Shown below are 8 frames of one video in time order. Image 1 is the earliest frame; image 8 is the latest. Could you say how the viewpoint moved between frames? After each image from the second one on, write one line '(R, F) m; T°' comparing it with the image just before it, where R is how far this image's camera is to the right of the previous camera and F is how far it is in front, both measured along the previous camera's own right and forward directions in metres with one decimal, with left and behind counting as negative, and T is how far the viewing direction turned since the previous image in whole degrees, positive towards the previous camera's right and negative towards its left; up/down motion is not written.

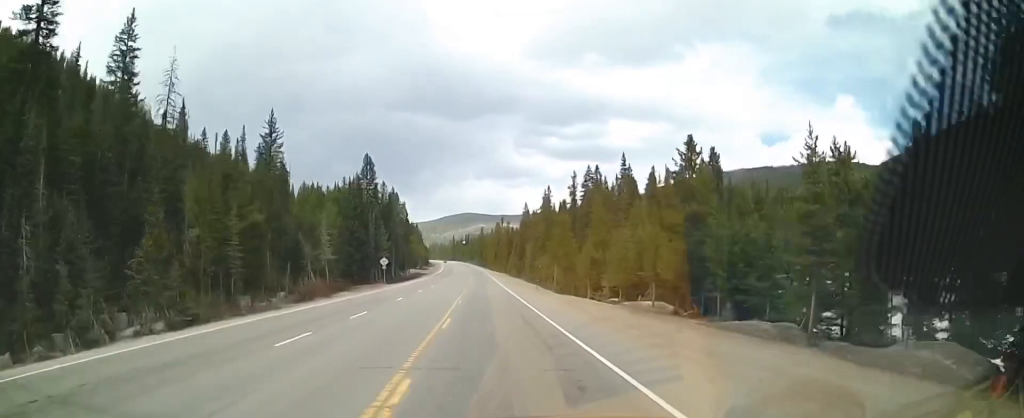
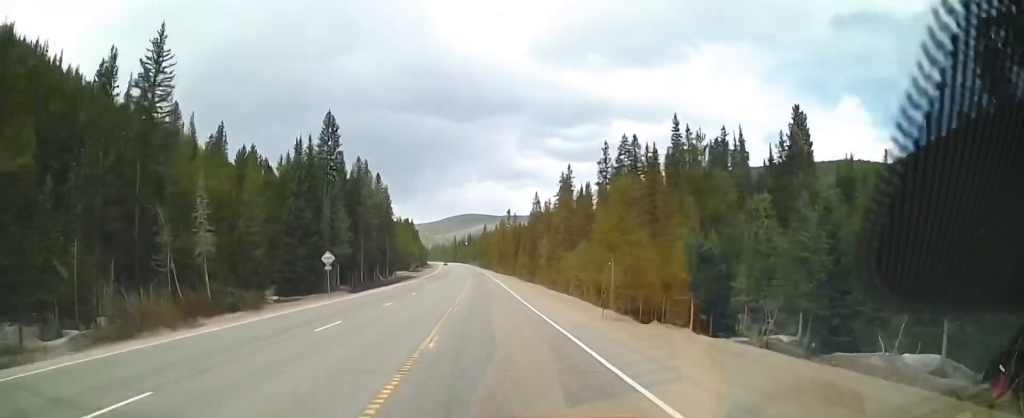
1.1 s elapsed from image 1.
(+0.4, +29.4) m; +1°
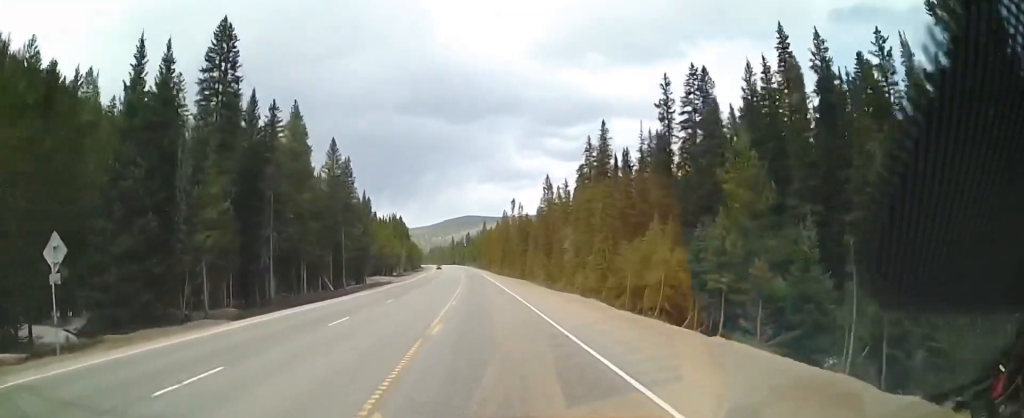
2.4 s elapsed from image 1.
(0.0, +33.2) m; 0°
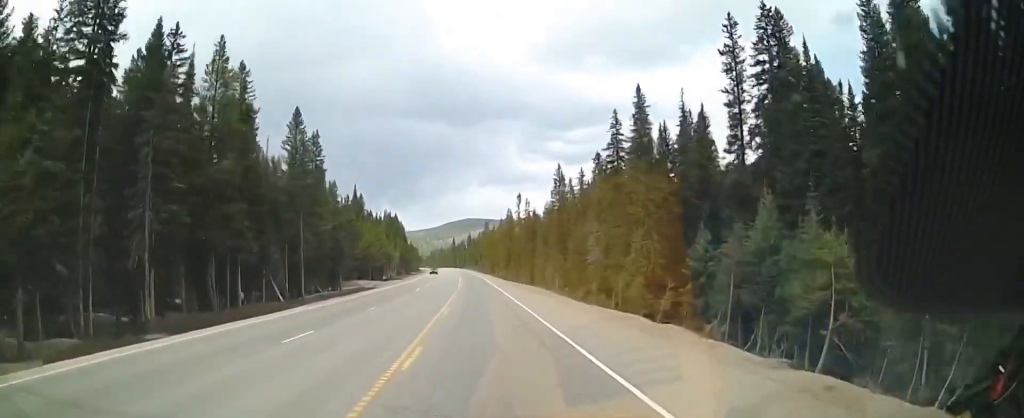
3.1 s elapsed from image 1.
(+0.1, +17.5) m; -1°
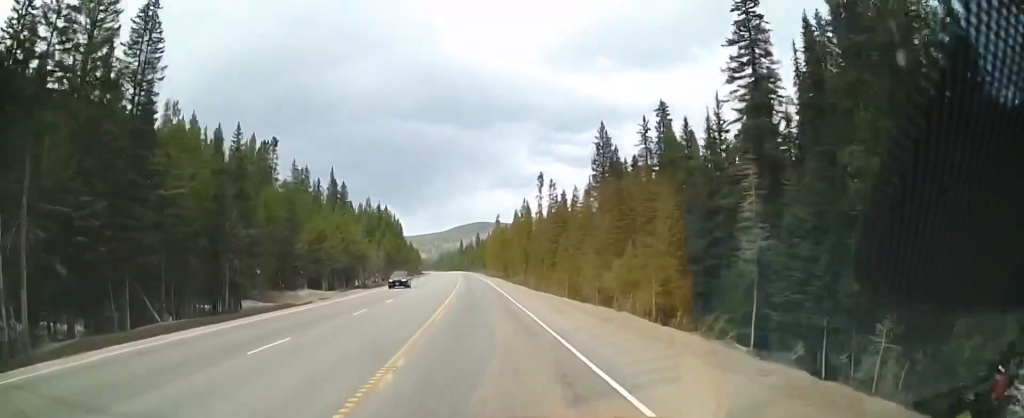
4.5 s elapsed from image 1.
(-0.6, +37.9) m; -1°
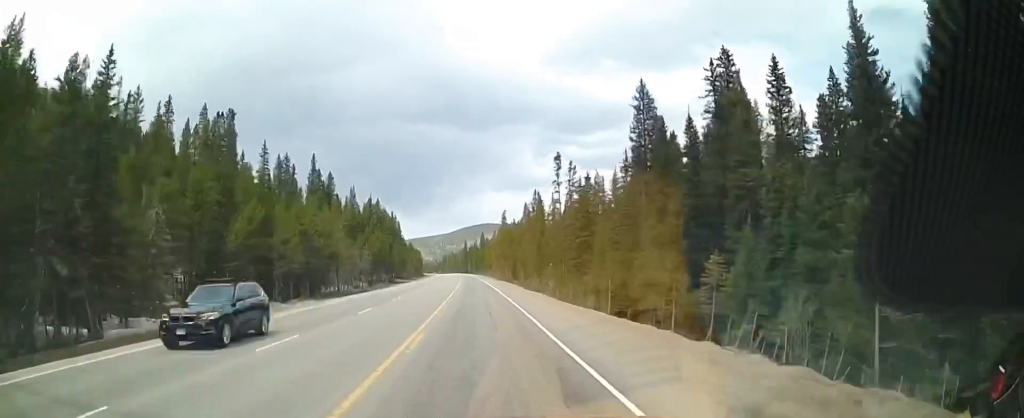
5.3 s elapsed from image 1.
(0.0, +20.2) m; -1°
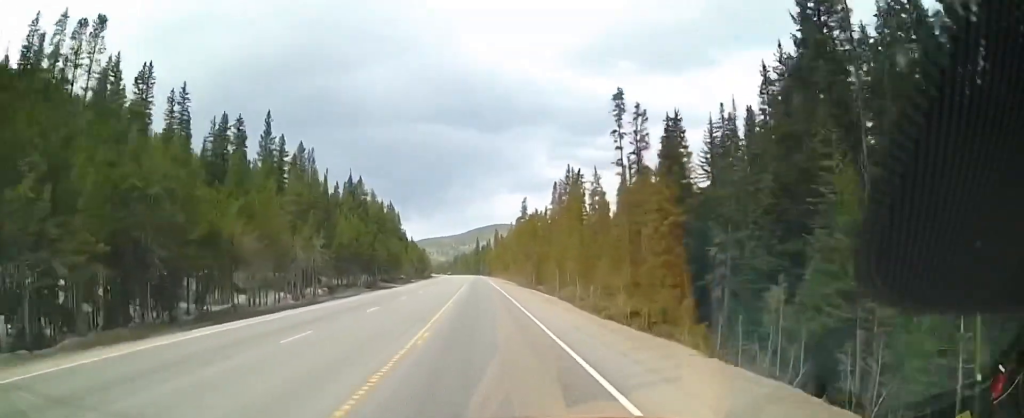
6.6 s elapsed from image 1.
(-0.5, +35.2) m; -1°
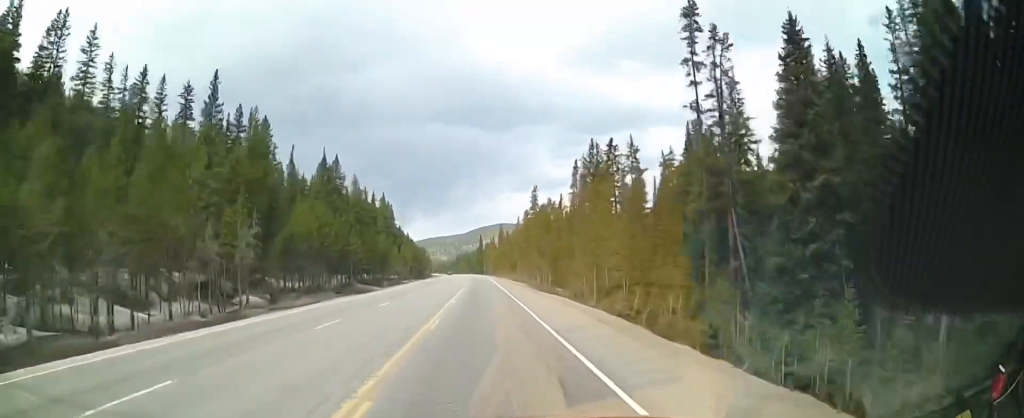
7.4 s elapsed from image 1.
(0.0, +21.1) m; 0°
